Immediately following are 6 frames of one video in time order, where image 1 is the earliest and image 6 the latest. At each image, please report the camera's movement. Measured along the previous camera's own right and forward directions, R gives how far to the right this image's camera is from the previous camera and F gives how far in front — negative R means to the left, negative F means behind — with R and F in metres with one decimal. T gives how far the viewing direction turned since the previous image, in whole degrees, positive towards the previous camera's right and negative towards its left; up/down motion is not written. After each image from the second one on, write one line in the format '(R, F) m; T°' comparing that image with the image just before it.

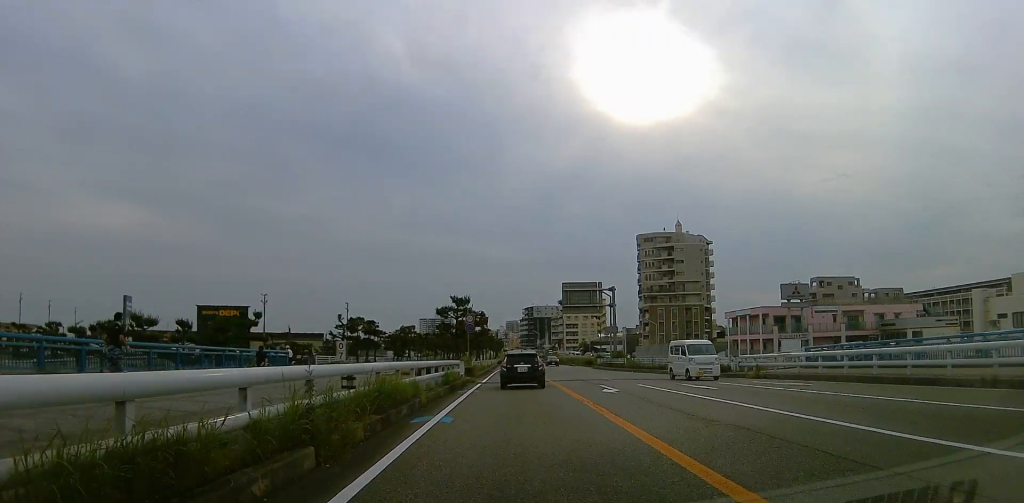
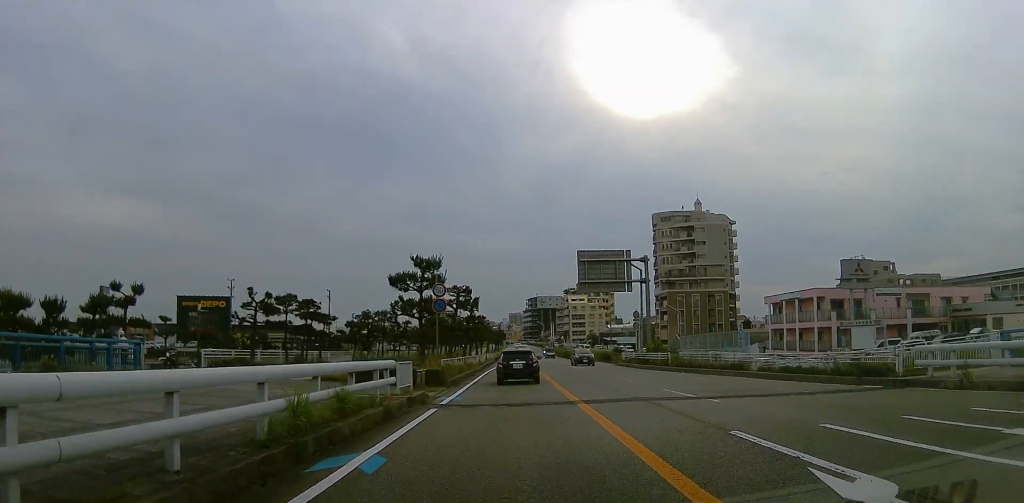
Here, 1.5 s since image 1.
(0.0, +15.0) m; 0°
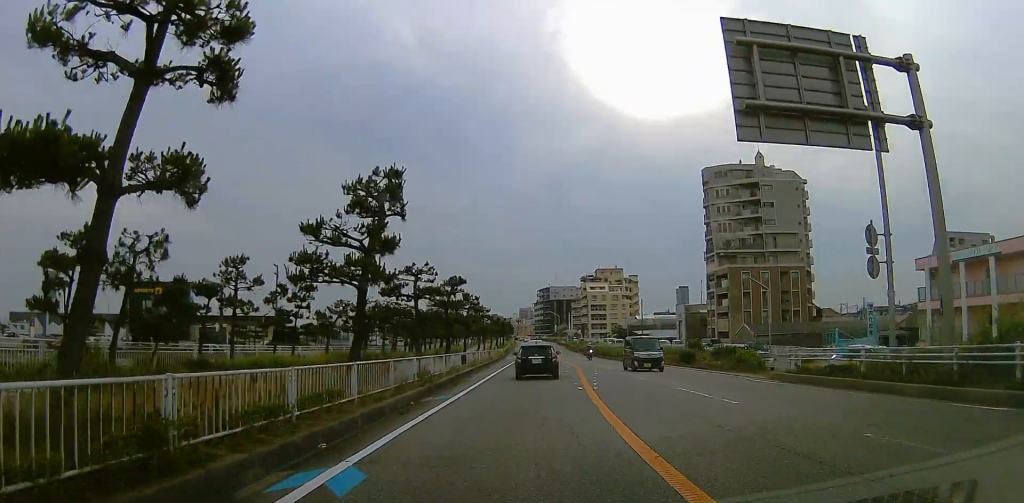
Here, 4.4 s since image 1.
(0.0, +30.5) m; 0°
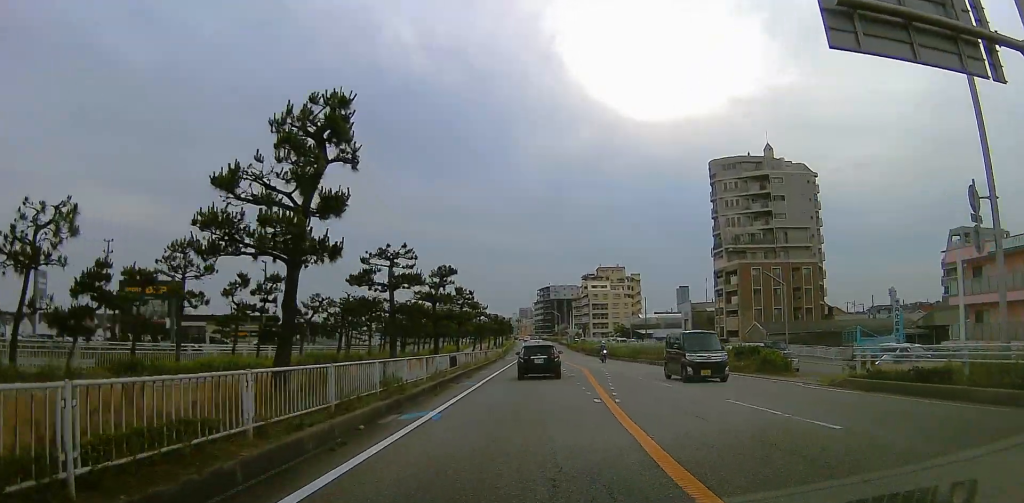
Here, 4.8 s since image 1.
(0.0, +4.4) m; 0°
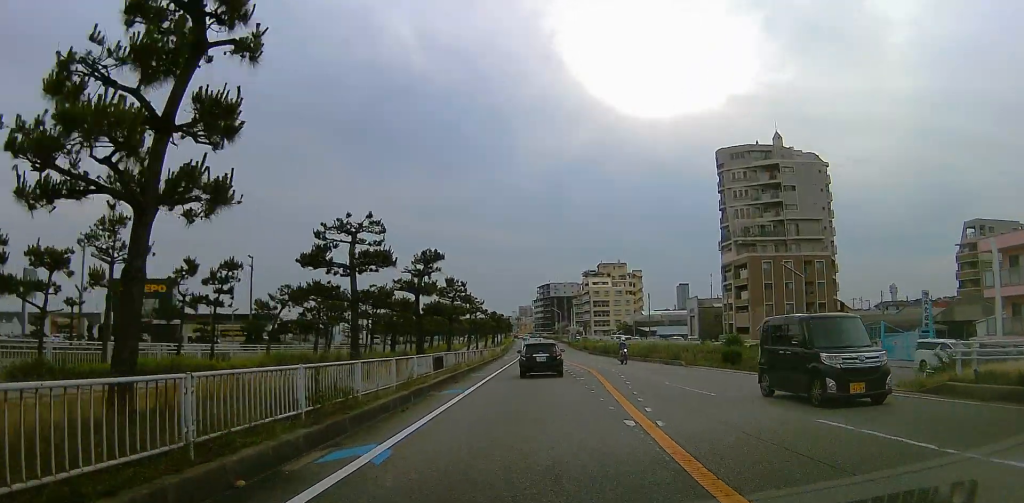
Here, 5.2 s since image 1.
(0.0, +4.4) m; 0°
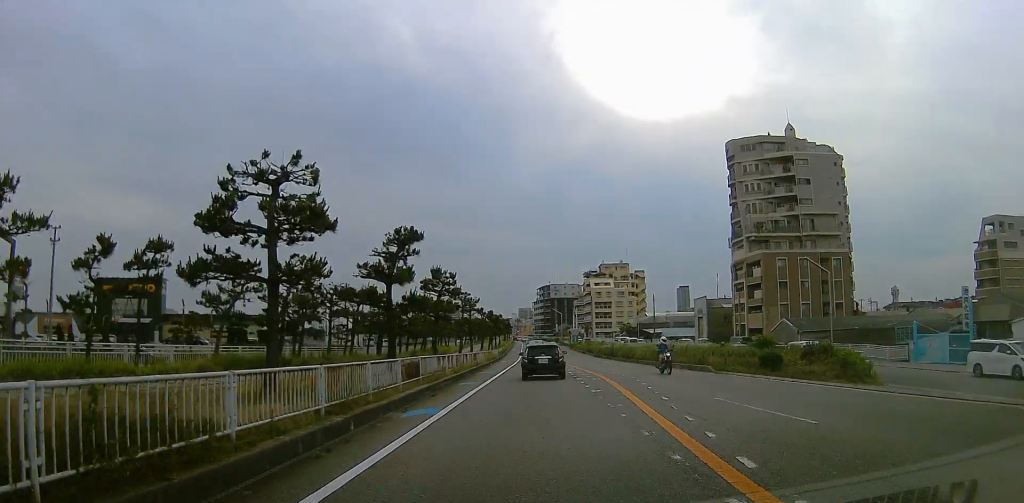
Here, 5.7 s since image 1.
(0.0, +5.2) m; 0°
